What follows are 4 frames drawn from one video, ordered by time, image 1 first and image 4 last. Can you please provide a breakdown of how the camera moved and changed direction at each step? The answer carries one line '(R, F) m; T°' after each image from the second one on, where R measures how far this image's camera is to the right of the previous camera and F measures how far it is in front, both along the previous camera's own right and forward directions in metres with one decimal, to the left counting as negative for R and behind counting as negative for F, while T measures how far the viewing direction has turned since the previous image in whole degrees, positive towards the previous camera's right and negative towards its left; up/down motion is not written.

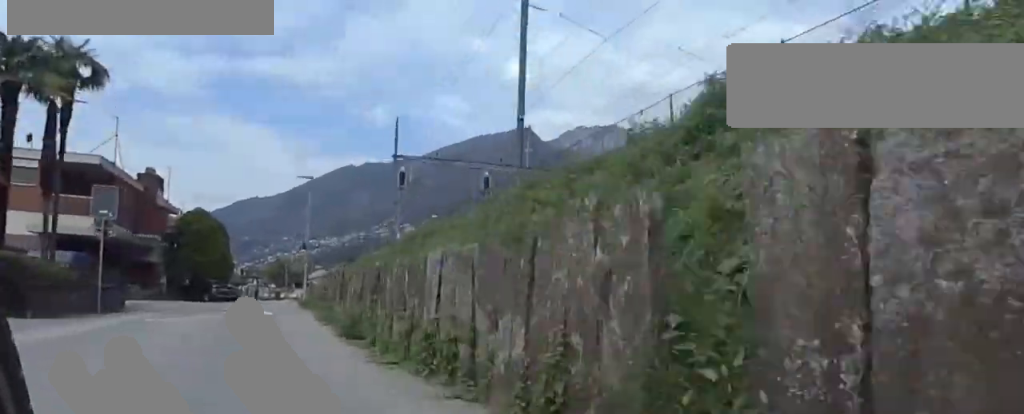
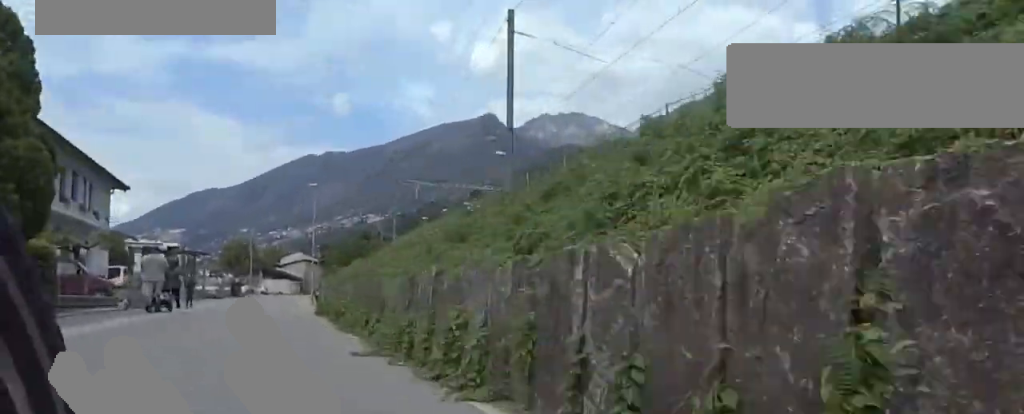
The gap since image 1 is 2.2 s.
(0.0, +39.8) m; 0°
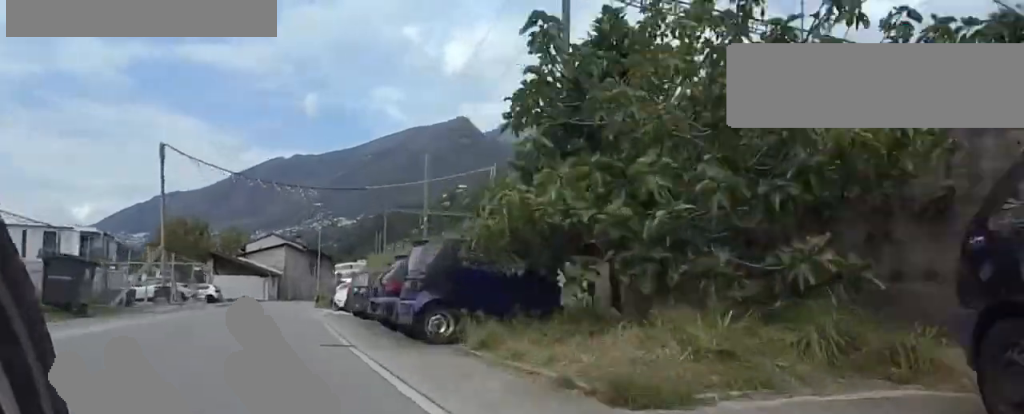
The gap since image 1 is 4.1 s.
(+1.6, +35.0) m; +19°
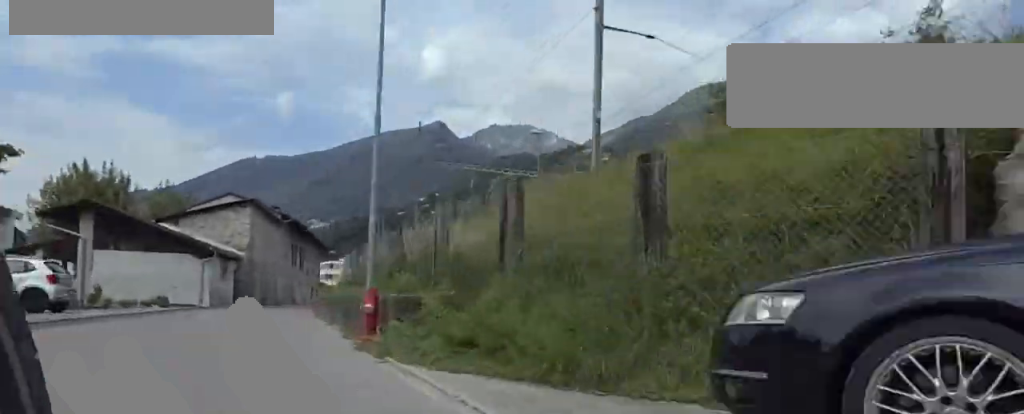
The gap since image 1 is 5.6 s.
(+6.7, +29.5) m; +13°
